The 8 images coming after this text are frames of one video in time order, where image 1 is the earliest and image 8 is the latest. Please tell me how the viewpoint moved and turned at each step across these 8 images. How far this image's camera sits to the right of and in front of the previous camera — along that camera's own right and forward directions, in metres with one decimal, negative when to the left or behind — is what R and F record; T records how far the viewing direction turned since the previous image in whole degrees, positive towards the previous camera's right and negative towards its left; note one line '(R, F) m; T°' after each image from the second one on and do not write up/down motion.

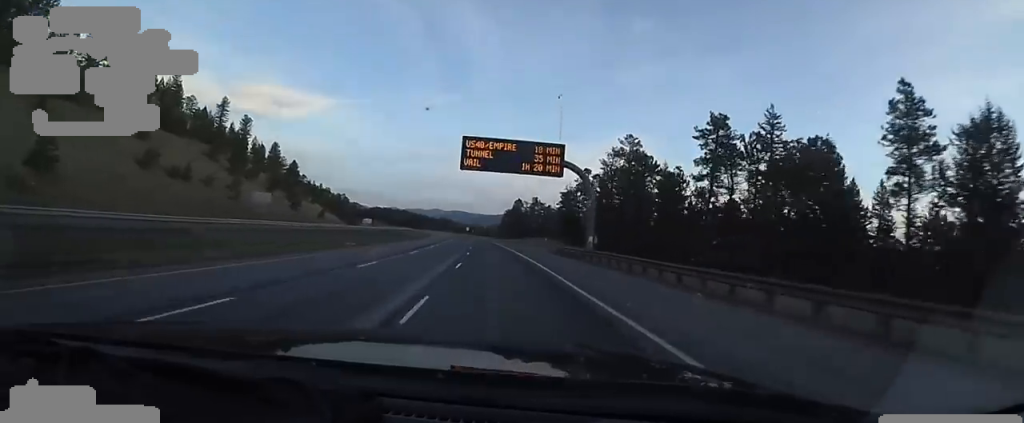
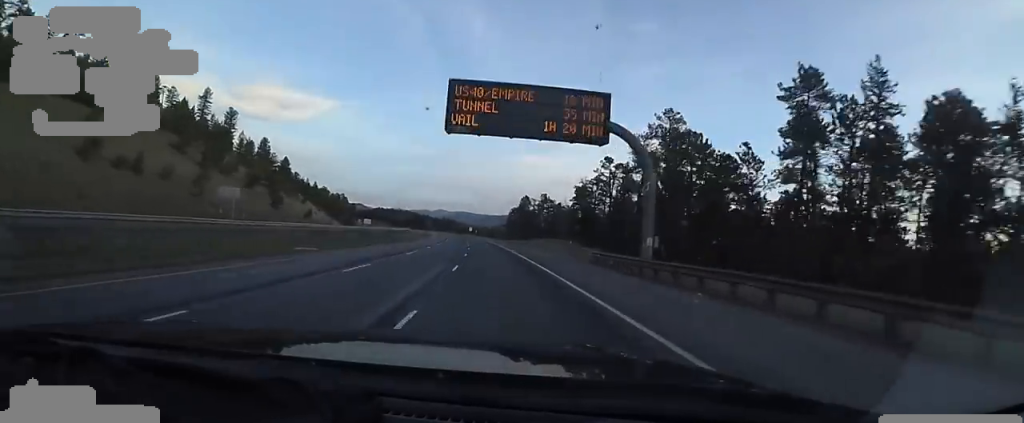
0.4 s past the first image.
(+0.4, +13.7) m; 0°
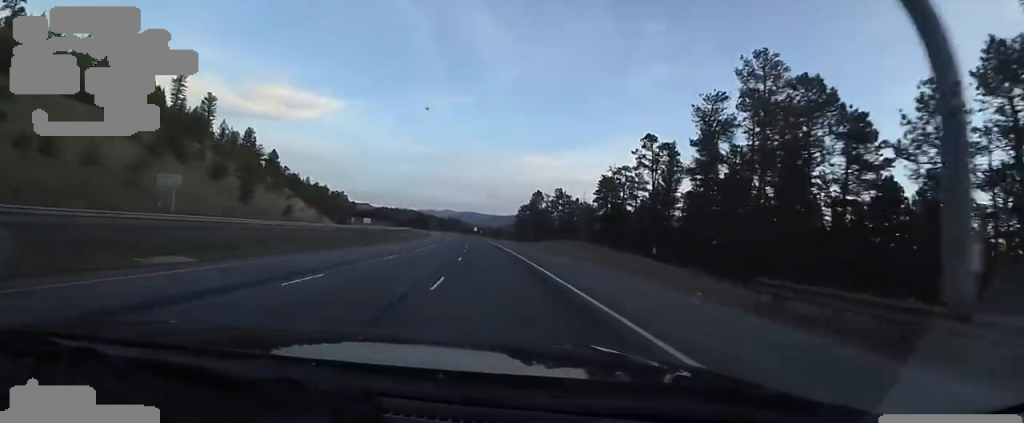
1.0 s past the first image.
(-0.5, +17.9) m; -1°
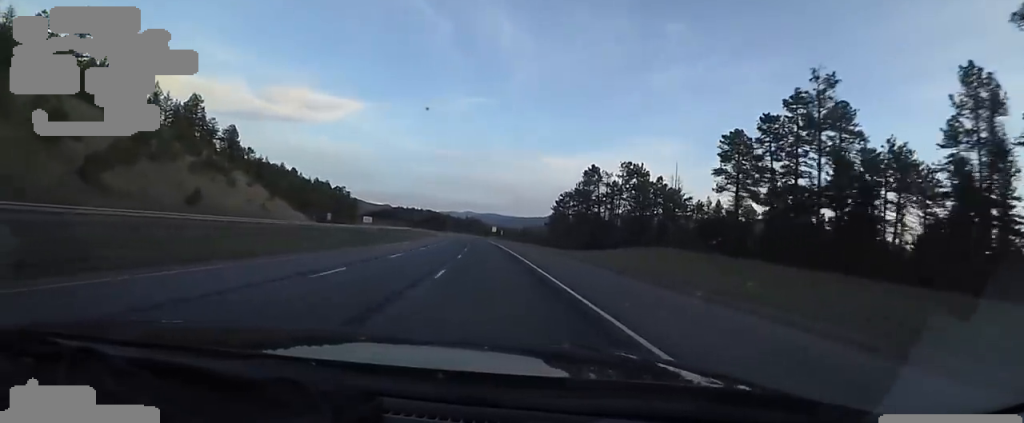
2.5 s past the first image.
(-1.2, +46.3) m; -2°
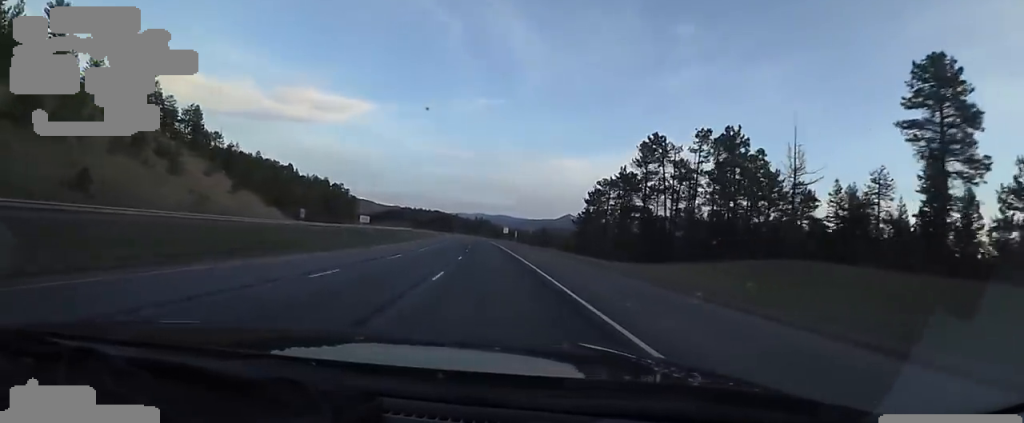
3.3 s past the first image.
(0.0, +25.3) m; -2°
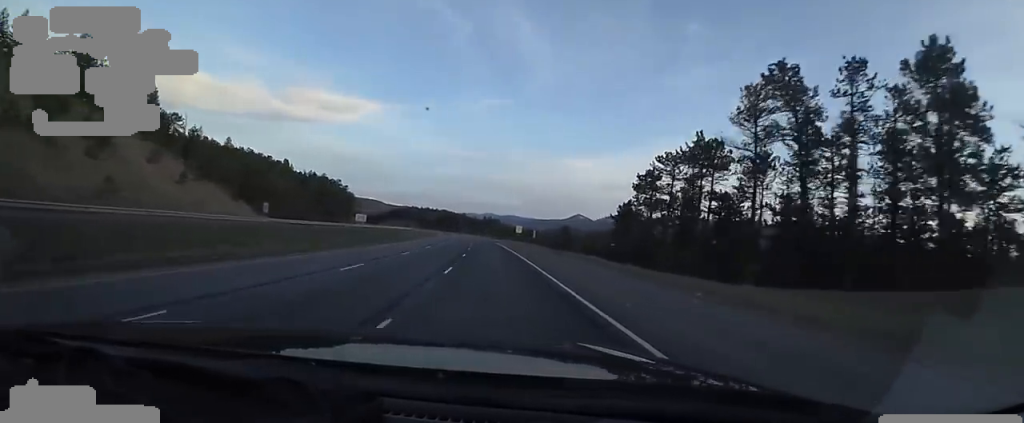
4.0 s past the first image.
(-0.7, +22.1) m; -2°
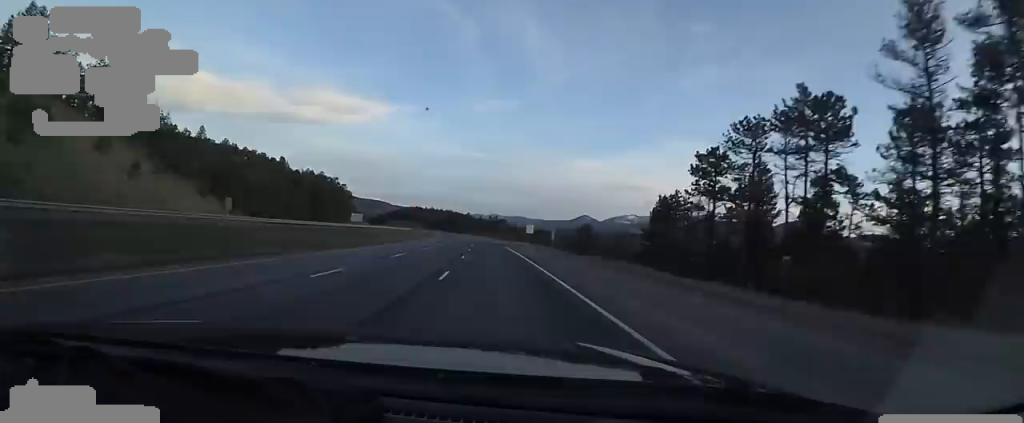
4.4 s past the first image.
(-0.3, +14.8) m; -1°
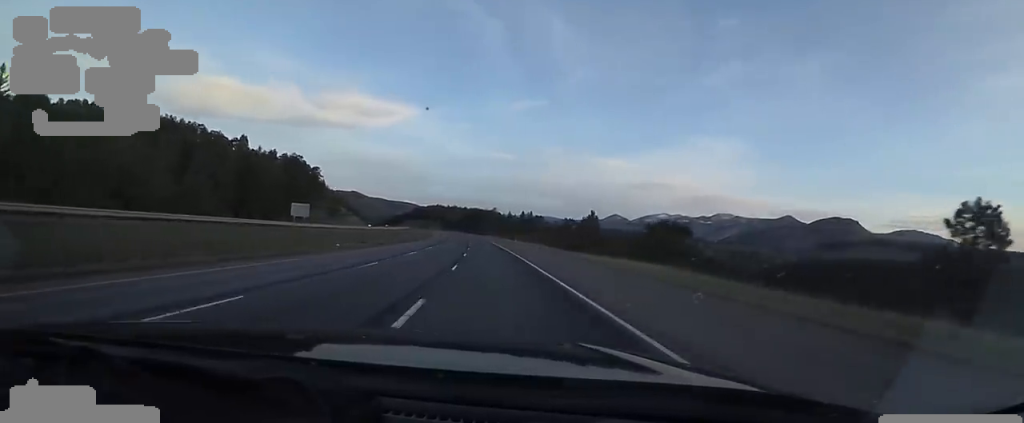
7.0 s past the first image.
(-0.7, +80.4) m; -4°
